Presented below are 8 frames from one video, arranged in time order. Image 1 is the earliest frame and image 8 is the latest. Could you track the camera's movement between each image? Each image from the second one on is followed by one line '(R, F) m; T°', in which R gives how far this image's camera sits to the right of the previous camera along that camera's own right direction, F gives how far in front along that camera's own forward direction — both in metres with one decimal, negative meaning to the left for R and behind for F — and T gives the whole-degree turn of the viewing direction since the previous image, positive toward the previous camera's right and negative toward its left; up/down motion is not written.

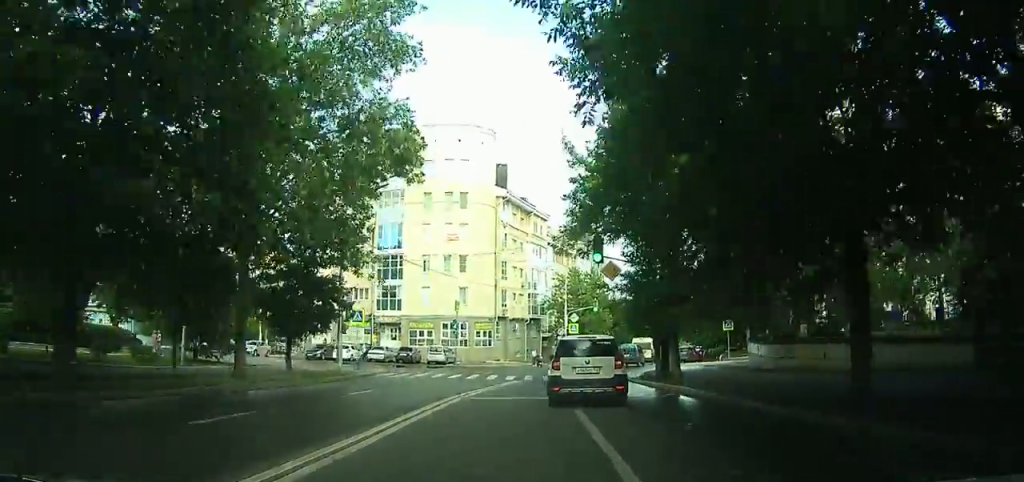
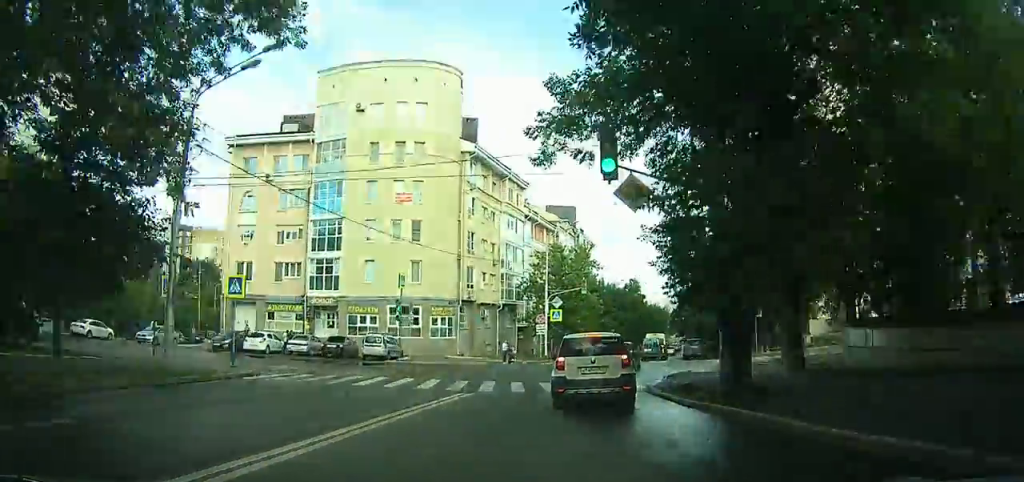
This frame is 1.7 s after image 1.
(+0.2, +10.7) m; +4°
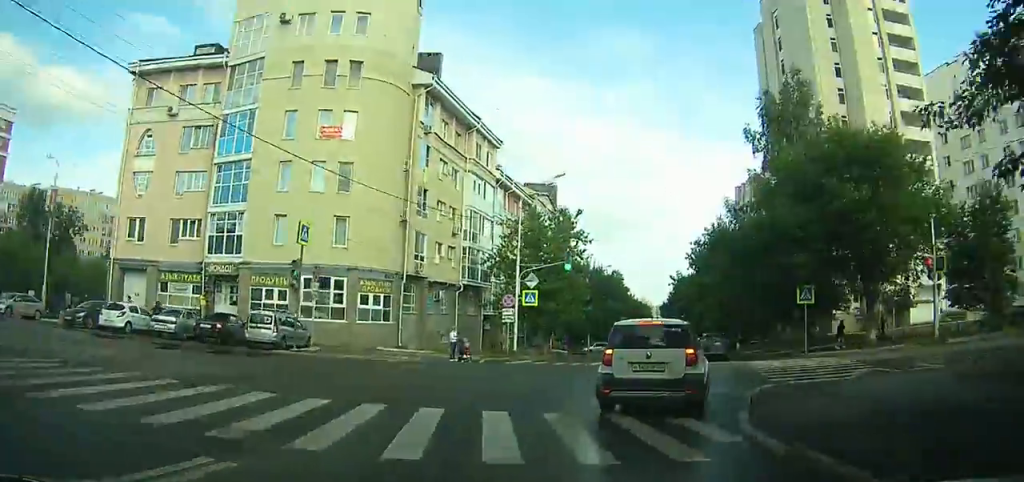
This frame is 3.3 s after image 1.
(+0.4, +11.2) m; +3°
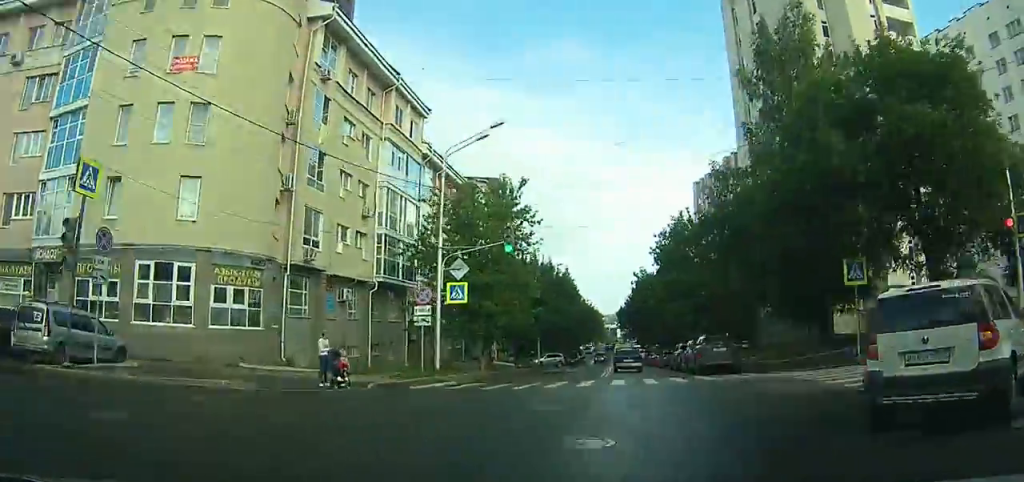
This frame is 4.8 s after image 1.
(+0.3, +11.3) m; +3°
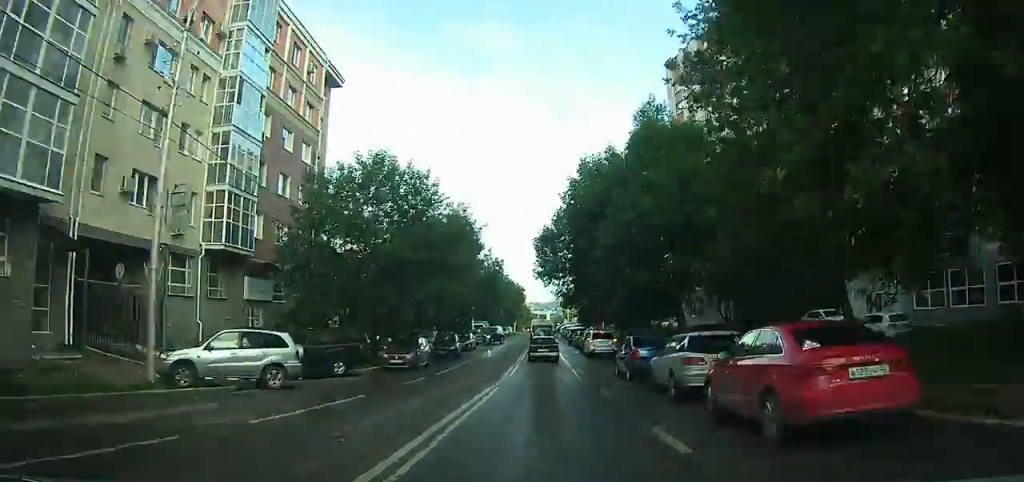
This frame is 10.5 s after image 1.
(+0.9, +46.4) m; -1°
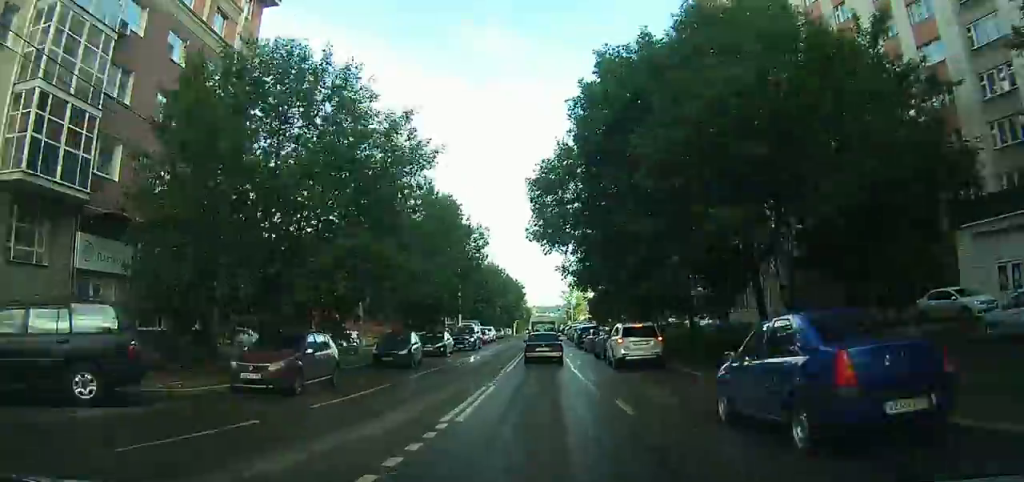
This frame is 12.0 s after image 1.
(-0.1, +11.8) m; 0°
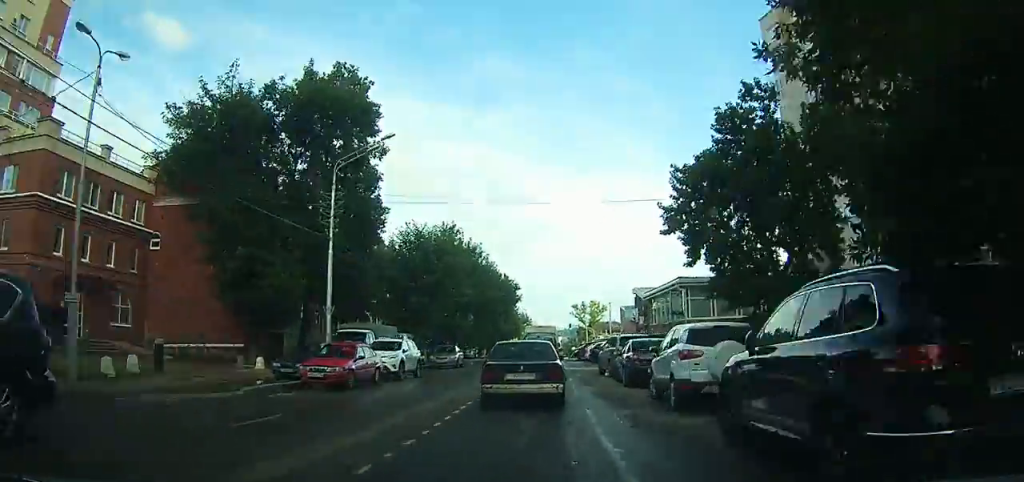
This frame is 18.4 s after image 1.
(+4.3, +43.5) m; +11°
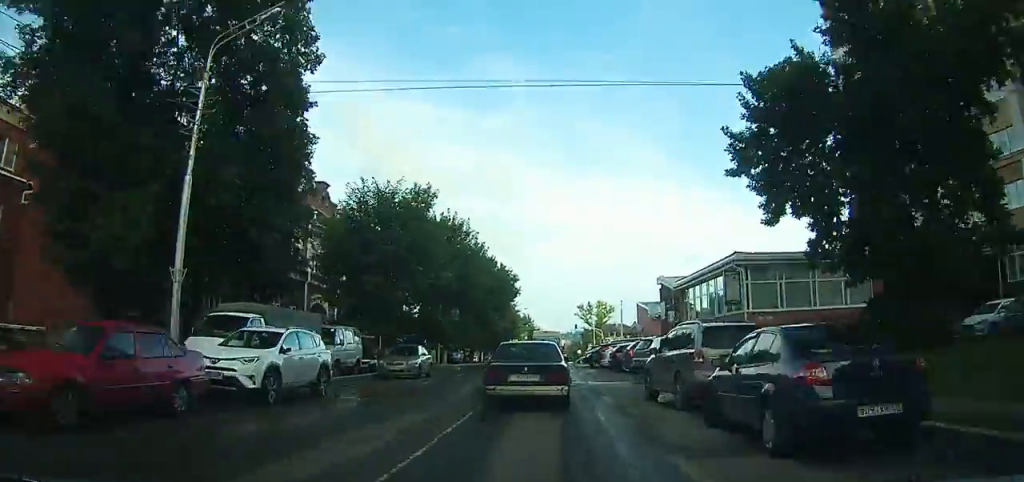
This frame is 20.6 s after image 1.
(+0.5, +13.4) m; -1°
